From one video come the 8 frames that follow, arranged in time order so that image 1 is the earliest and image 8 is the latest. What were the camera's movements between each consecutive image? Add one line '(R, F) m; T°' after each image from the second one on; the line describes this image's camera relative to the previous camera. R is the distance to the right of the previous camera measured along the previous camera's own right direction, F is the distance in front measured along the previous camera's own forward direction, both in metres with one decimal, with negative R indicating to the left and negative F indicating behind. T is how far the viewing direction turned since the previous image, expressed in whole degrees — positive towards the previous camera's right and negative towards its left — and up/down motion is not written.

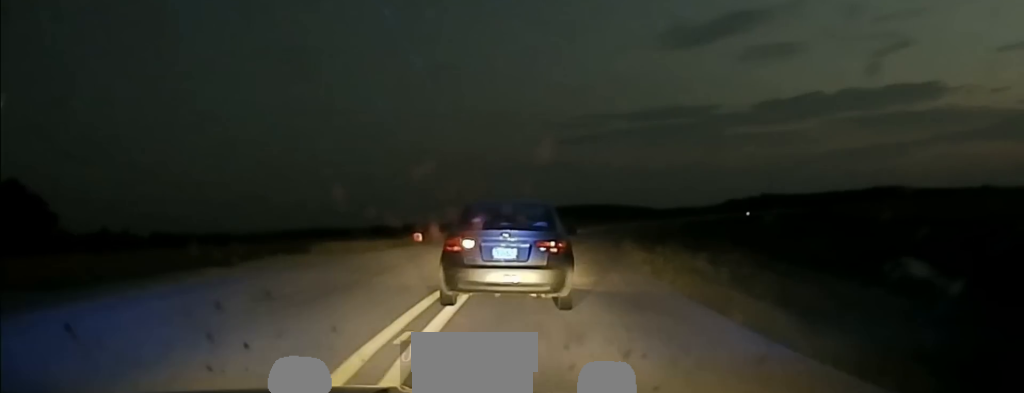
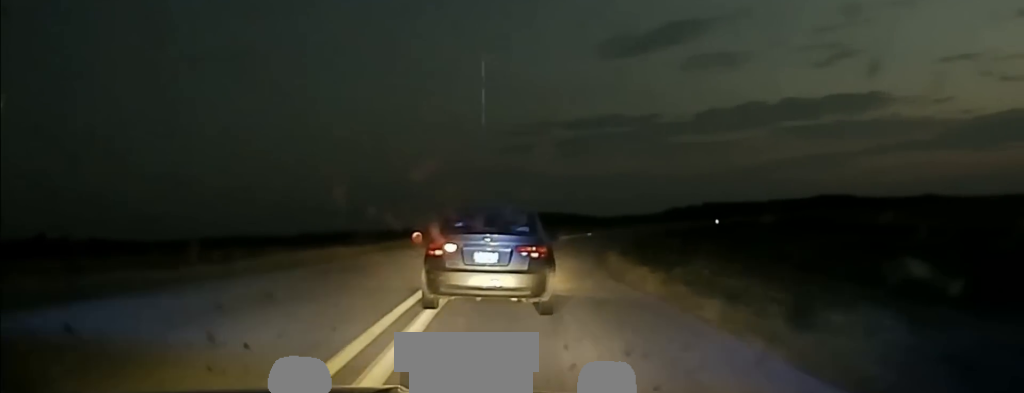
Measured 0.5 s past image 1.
(+0.7, +13.9) m; +4°
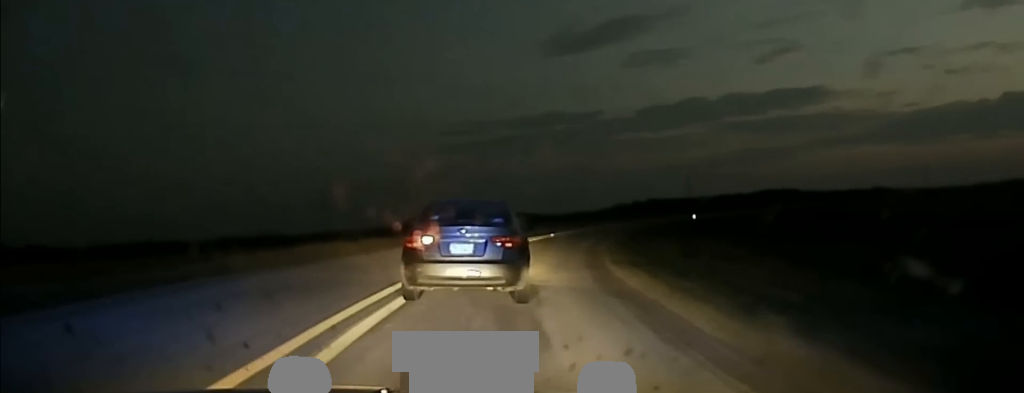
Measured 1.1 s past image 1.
(+0.8, +18.1) m; +6°
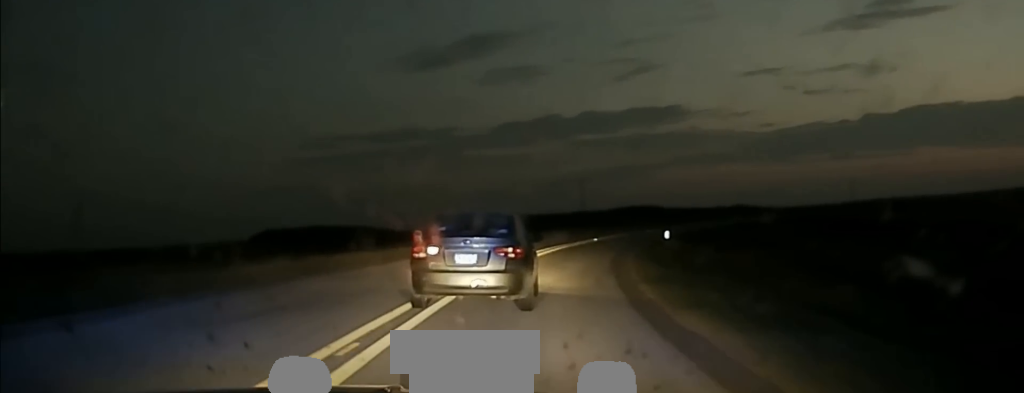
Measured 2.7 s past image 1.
(+4.2, +43.4) m; +10°
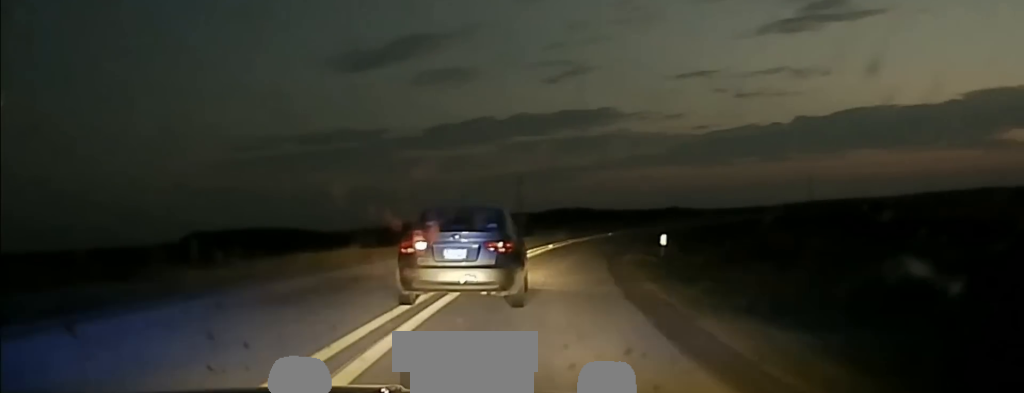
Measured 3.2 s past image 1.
(0.0, +14.7) m; +4°
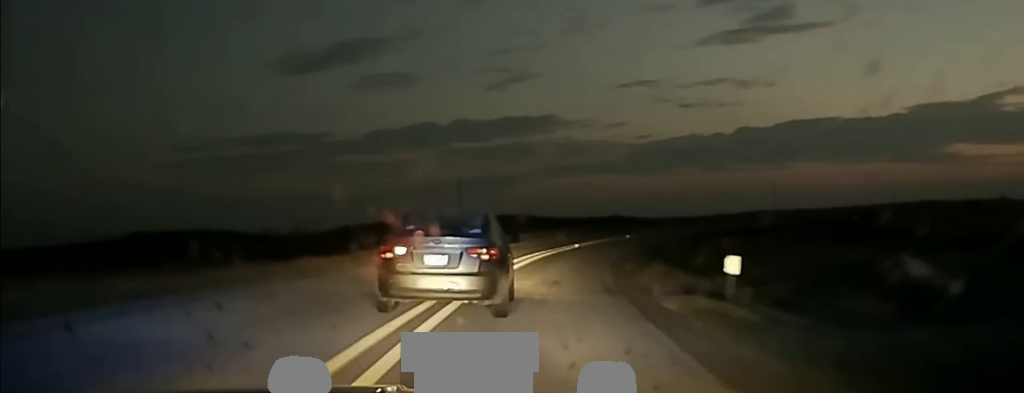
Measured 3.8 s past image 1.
(+1.0, +16.4) m; +4°
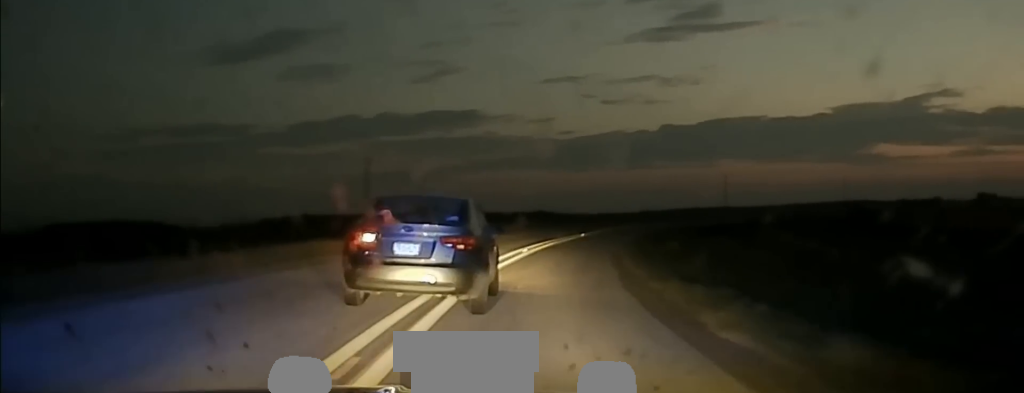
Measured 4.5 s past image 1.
(+0.8, +18.3) m; +5°
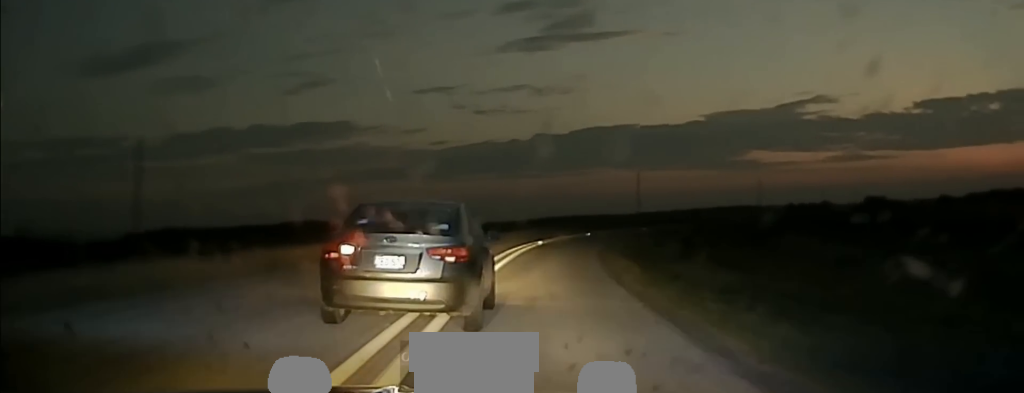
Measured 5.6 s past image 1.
(+2.7, +32.3) m; +8°
